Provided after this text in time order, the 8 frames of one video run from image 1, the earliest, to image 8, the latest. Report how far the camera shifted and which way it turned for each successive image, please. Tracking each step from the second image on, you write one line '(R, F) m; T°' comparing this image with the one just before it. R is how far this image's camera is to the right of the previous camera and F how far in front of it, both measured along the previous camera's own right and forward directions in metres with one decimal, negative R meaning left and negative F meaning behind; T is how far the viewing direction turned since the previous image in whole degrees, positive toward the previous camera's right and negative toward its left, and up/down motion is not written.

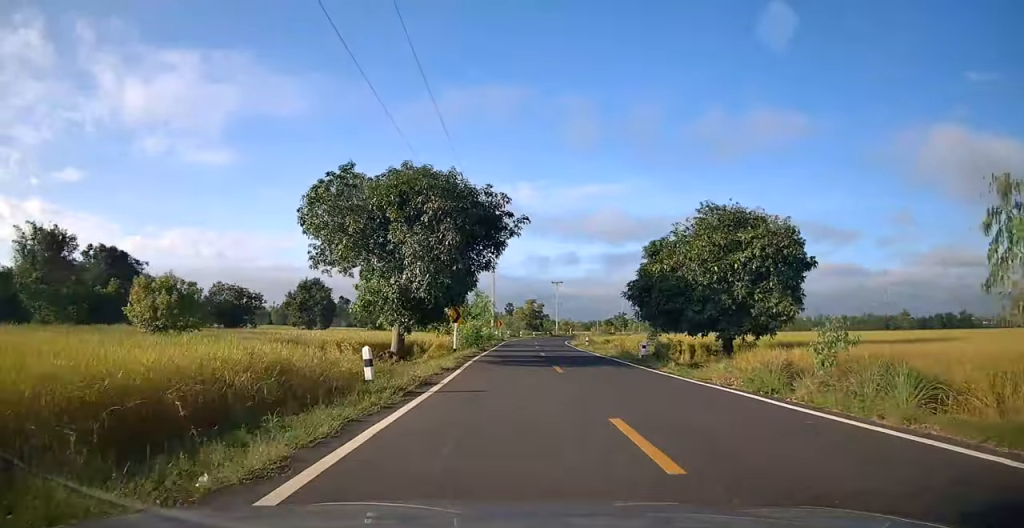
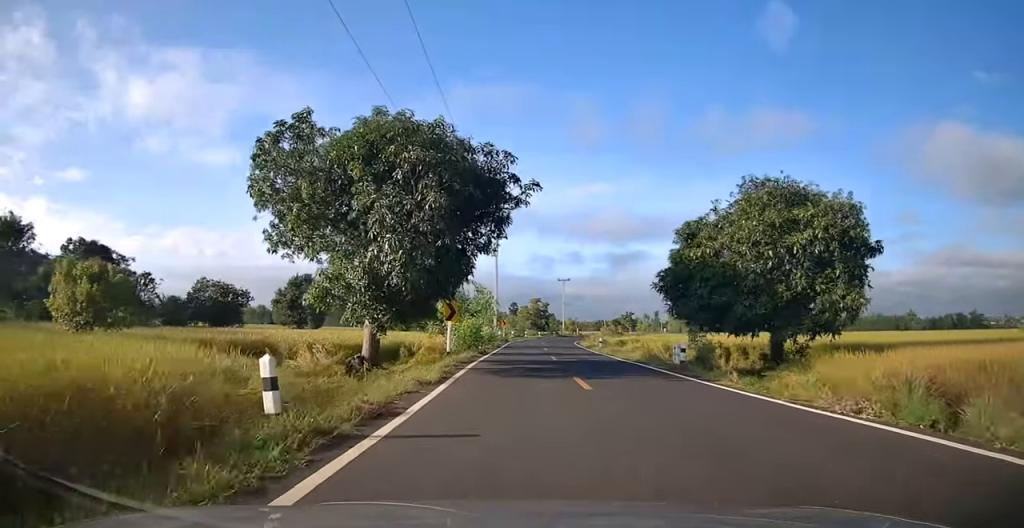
(+0.3, +4.9) m; 0°
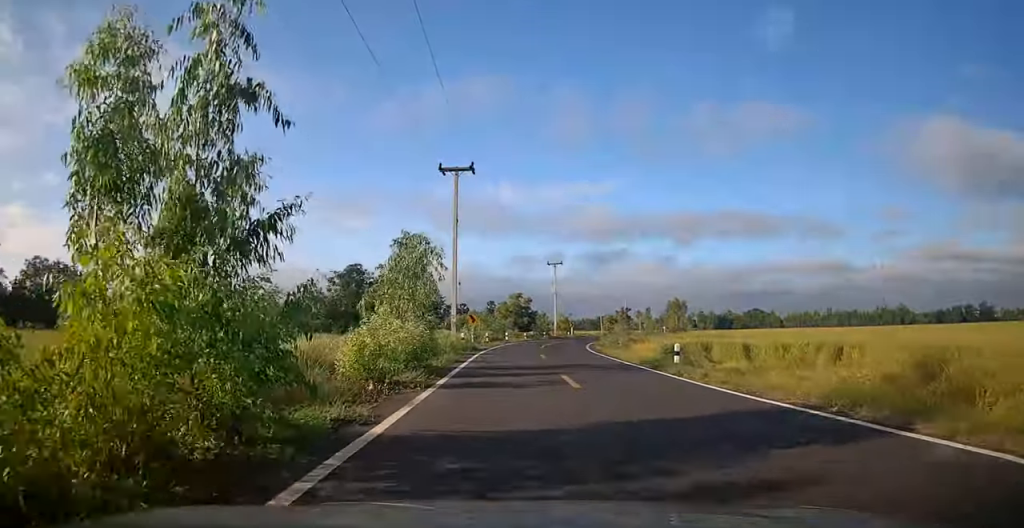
(-0.1, +23.5) m; -1°
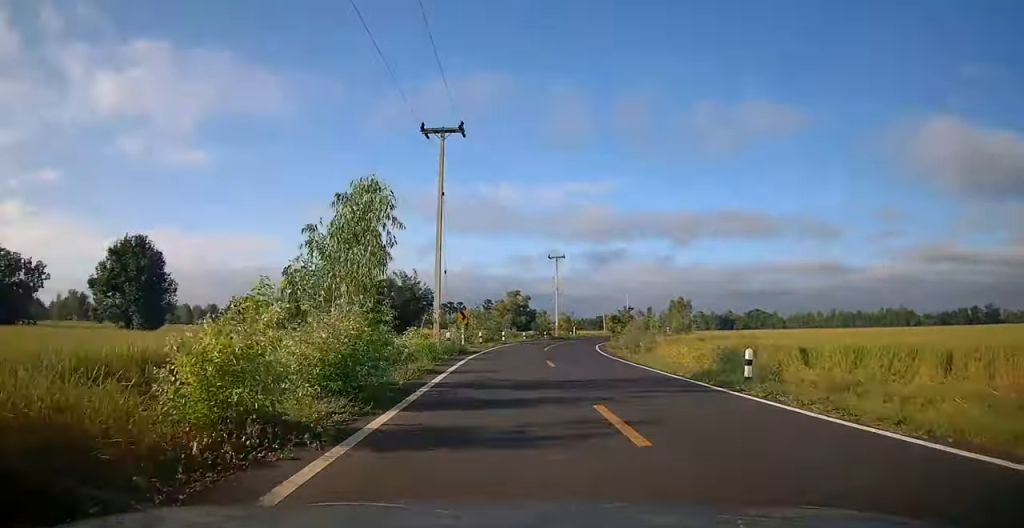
(-0.2, +6.2) m; 0°
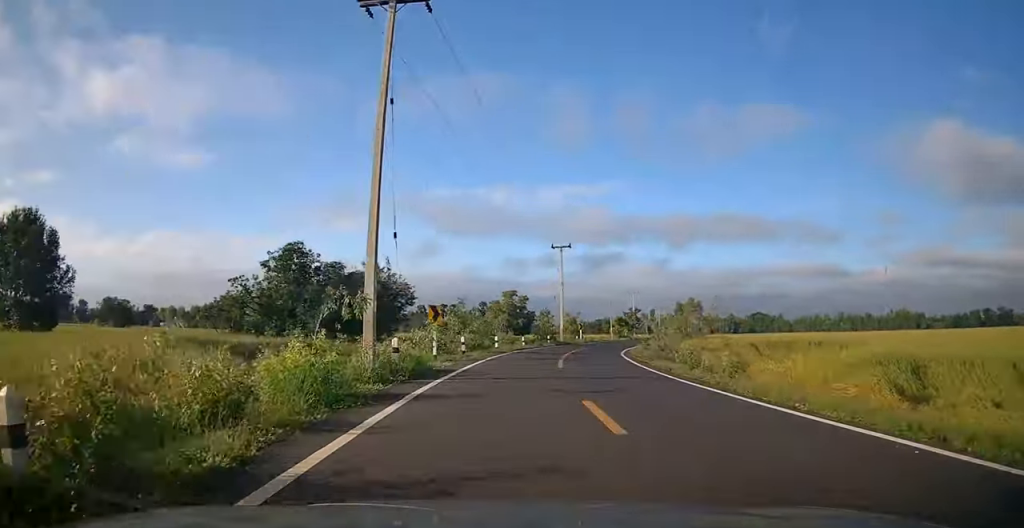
(-0.2, +11.2) m; +1°
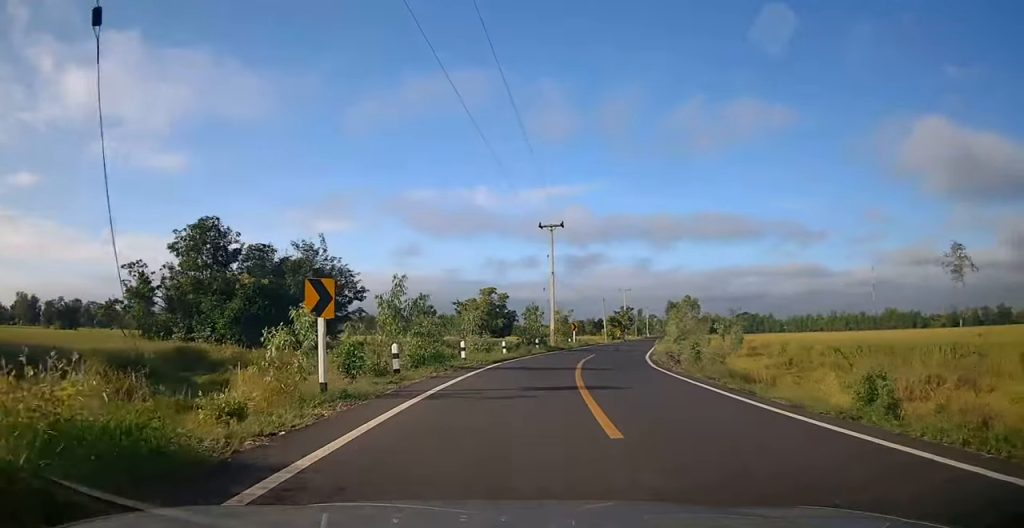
(+0.6, +12.2) m; +3°
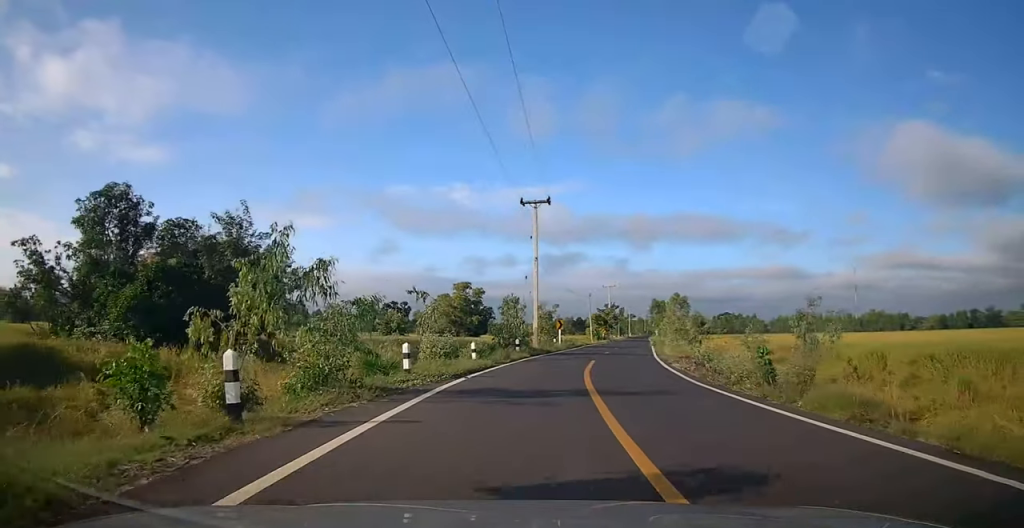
(-0.1, +8.1) m; +1°
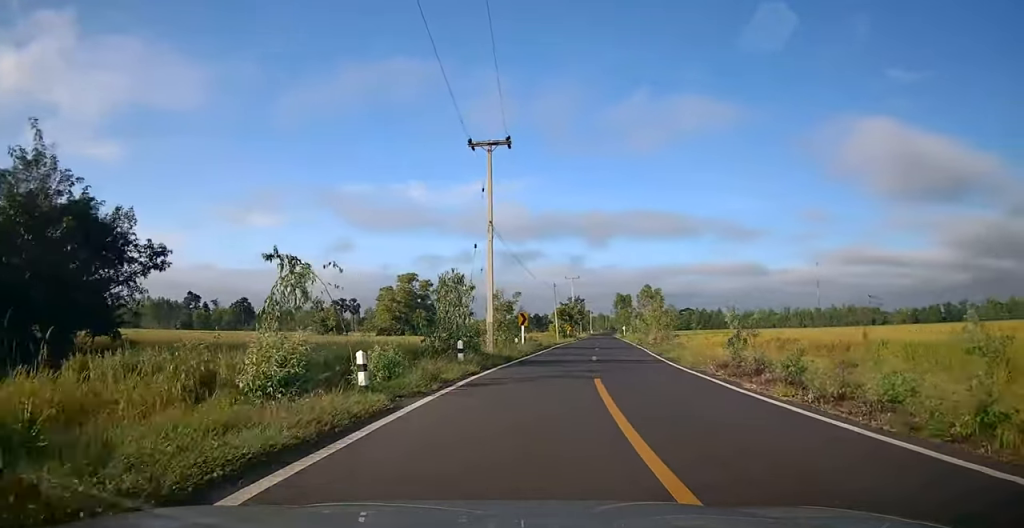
(+0.2, +11.7) m; +2°
